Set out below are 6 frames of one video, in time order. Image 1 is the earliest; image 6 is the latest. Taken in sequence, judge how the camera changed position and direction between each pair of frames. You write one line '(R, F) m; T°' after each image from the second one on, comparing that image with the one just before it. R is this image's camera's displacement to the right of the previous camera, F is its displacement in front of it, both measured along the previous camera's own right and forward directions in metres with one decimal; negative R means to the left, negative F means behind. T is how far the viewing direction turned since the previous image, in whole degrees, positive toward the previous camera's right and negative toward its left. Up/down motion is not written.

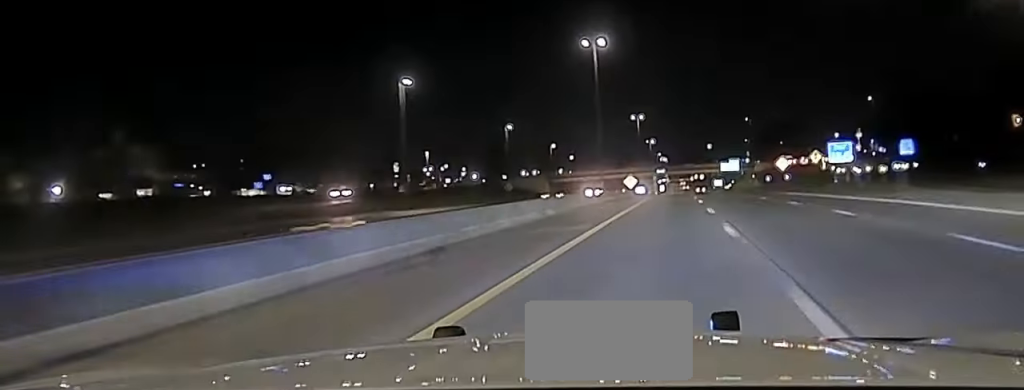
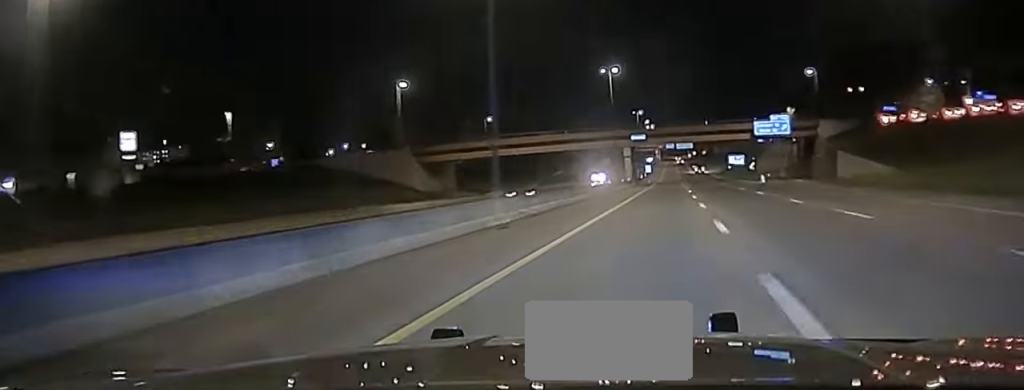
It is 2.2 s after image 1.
(-3.3, +109.5) m; -2°
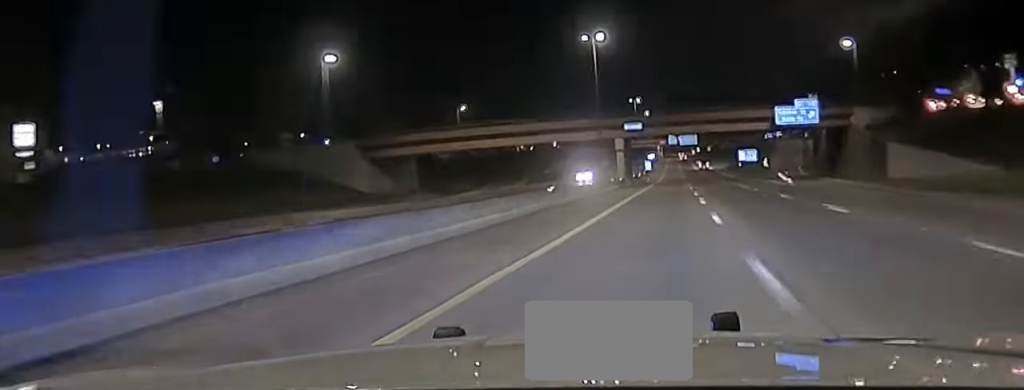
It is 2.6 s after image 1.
(+0.1, +22.1) m; 0°
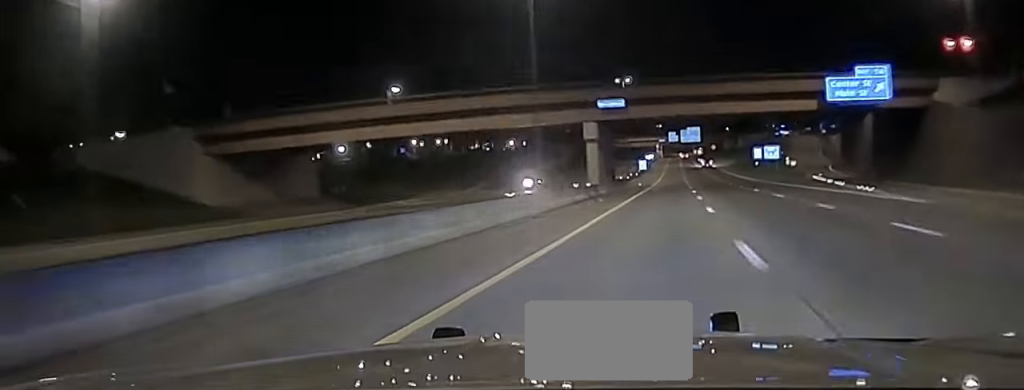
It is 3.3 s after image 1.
(+0.1, +33.9) m; 0°
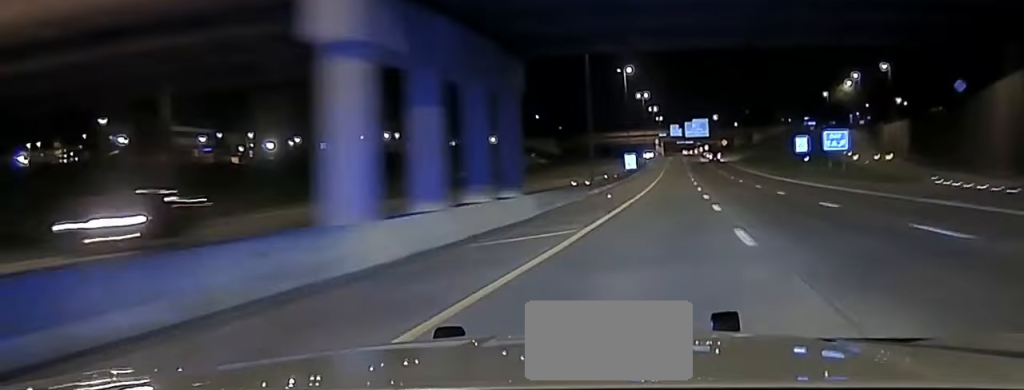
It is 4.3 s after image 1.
(-0.1, +48.9) m; 0°
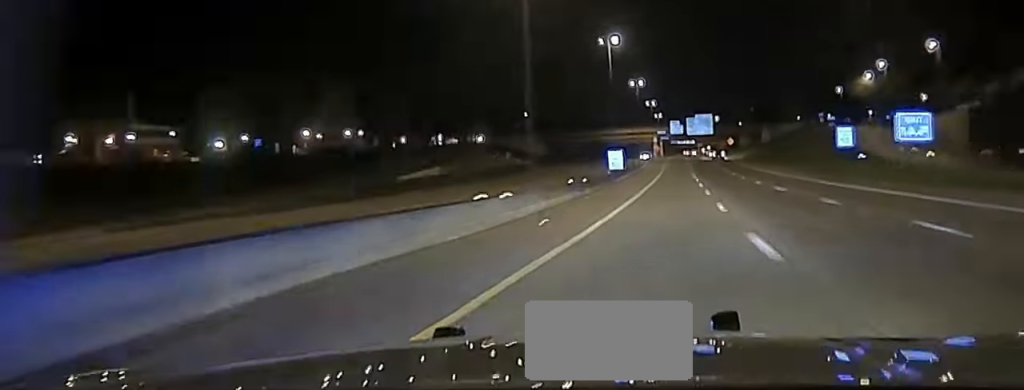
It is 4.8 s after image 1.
(-0.1, +25.2) m; 0°
